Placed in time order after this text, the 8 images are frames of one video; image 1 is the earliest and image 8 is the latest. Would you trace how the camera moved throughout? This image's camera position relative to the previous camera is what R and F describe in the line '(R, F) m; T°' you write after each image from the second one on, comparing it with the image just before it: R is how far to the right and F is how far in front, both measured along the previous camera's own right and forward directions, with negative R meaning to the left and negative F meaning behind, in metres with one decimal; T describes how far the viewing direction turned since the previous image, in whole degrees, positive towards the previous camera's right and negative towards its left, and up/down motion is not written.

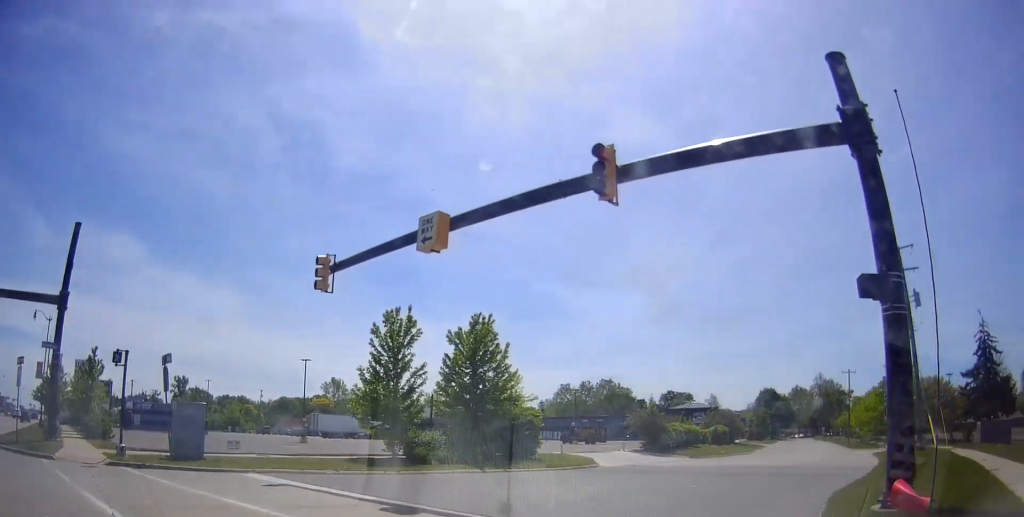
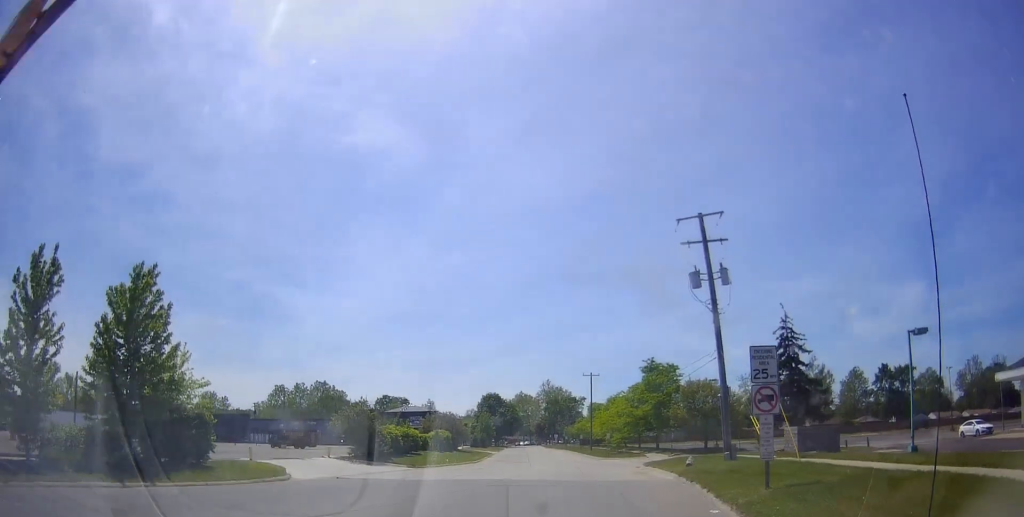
(+2.5, +7.1) m; +27°
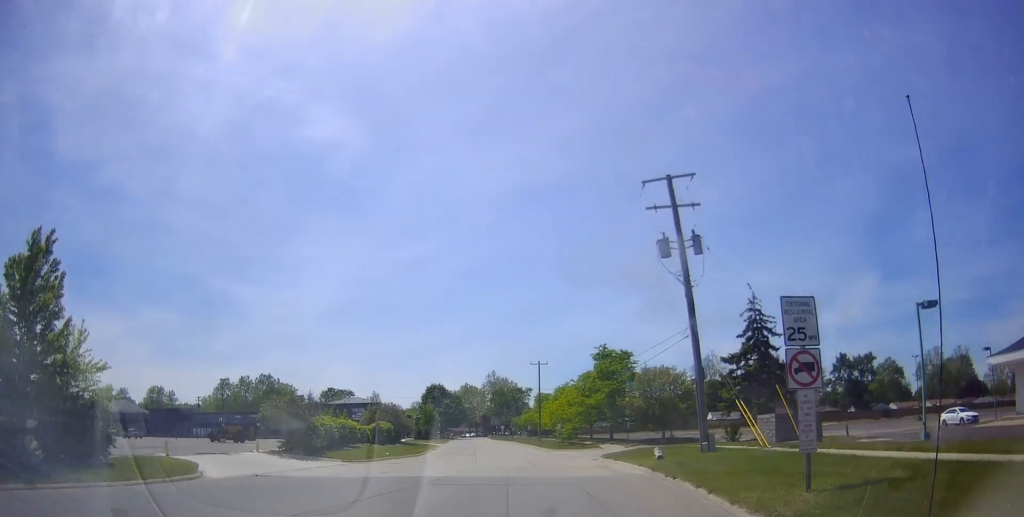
(+0.2, +3.1) m; +6°
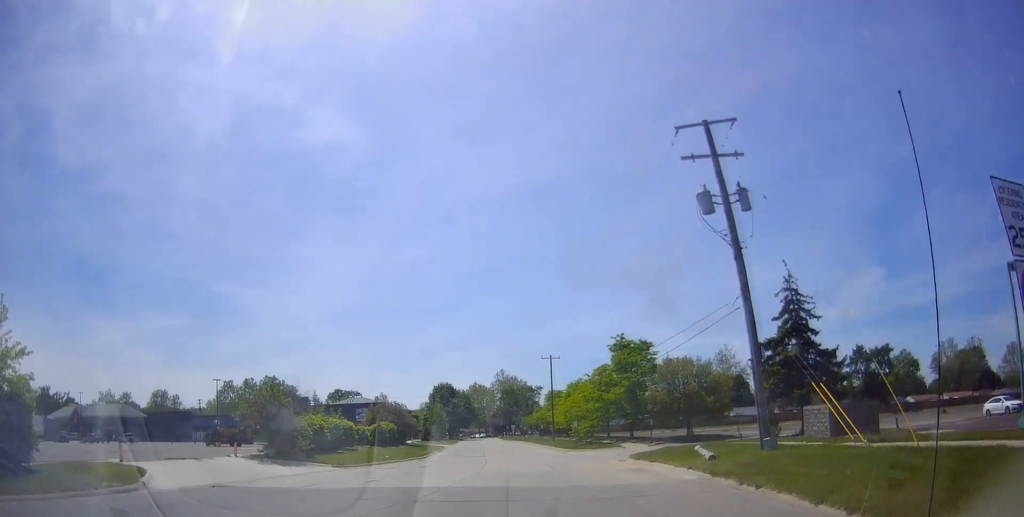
(+0.1, +3.9) m; +6°
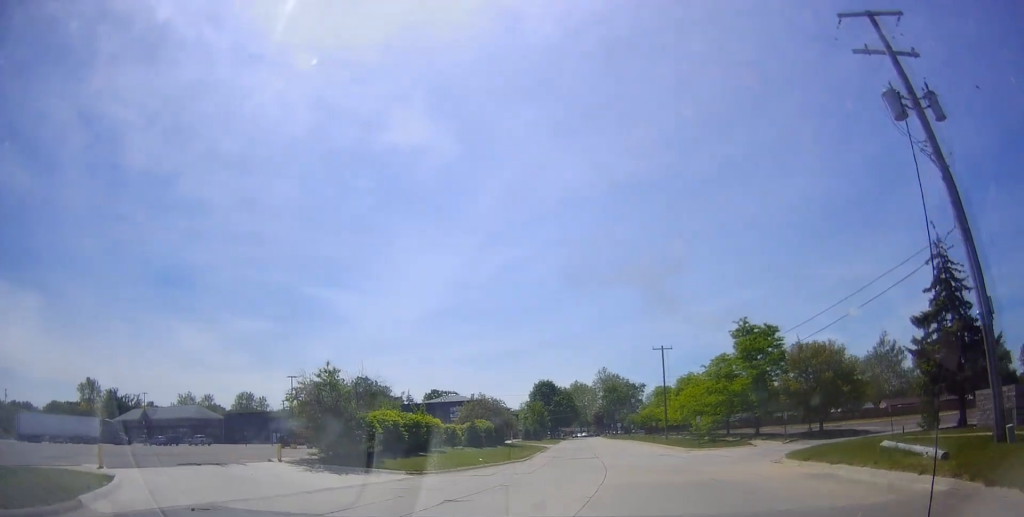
(+0.7, +6.3) m; +2°
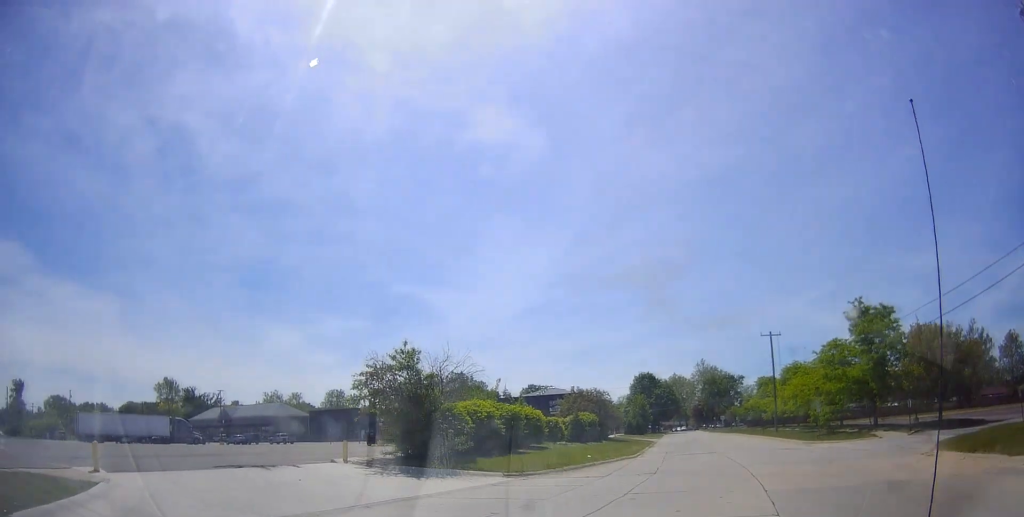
(-0.3, +4.3) m; -6°
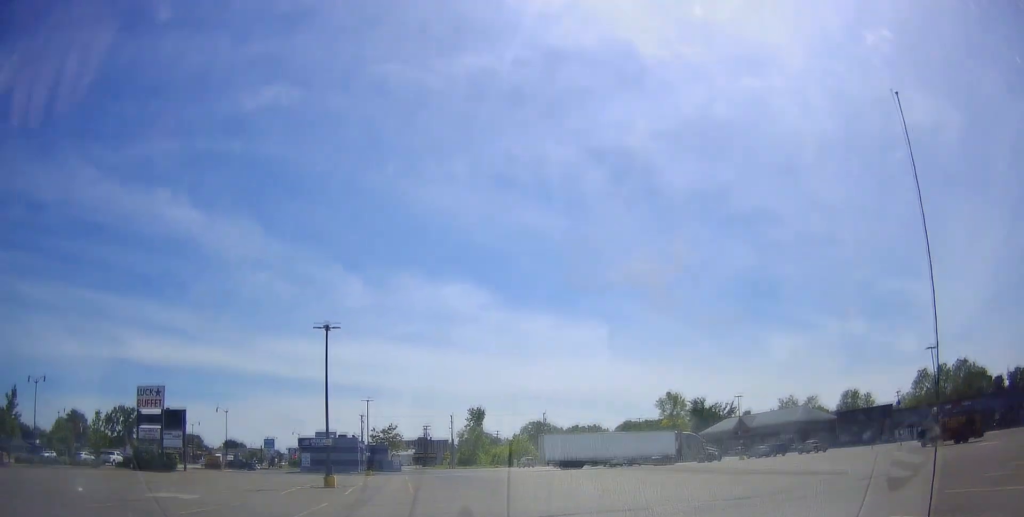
(-5.8, +14.9) m; -50°
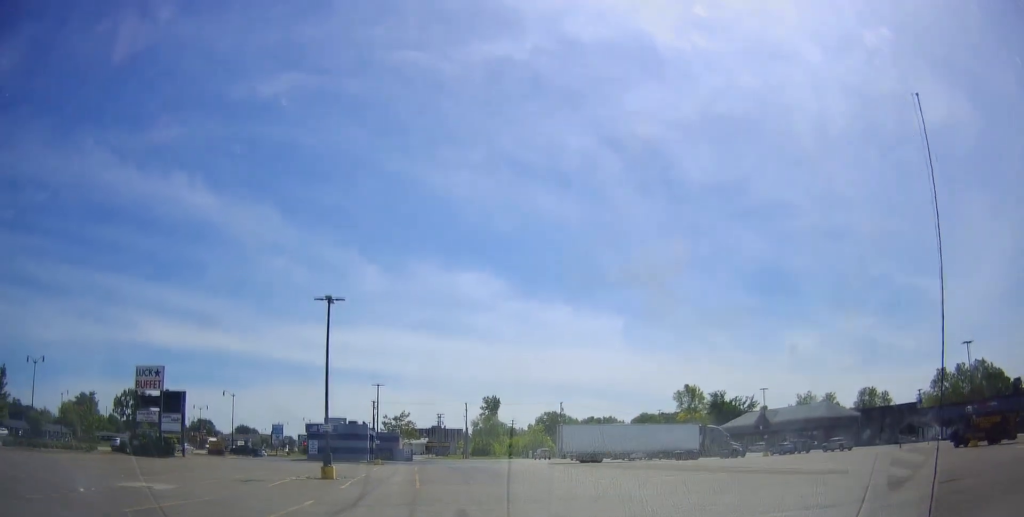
(-0.2, +3.1) m; -6°
